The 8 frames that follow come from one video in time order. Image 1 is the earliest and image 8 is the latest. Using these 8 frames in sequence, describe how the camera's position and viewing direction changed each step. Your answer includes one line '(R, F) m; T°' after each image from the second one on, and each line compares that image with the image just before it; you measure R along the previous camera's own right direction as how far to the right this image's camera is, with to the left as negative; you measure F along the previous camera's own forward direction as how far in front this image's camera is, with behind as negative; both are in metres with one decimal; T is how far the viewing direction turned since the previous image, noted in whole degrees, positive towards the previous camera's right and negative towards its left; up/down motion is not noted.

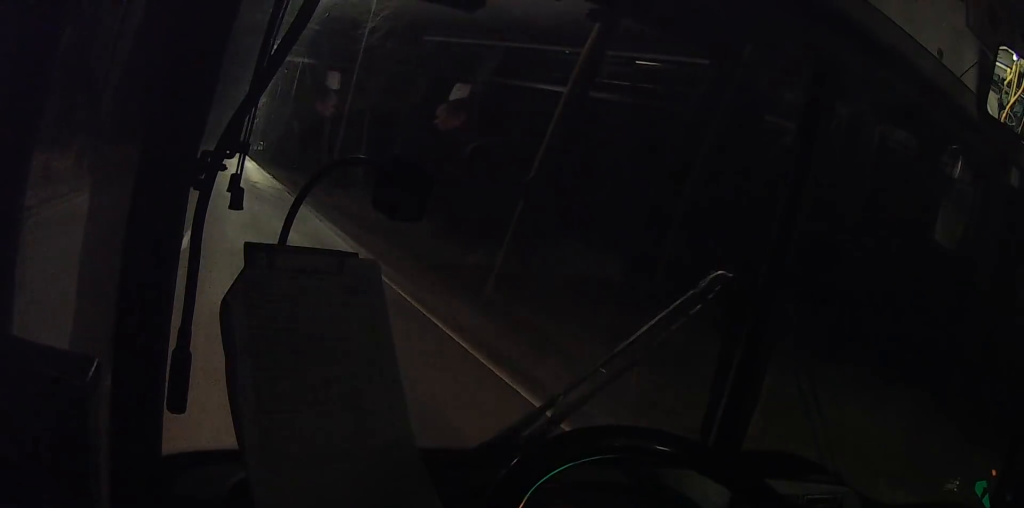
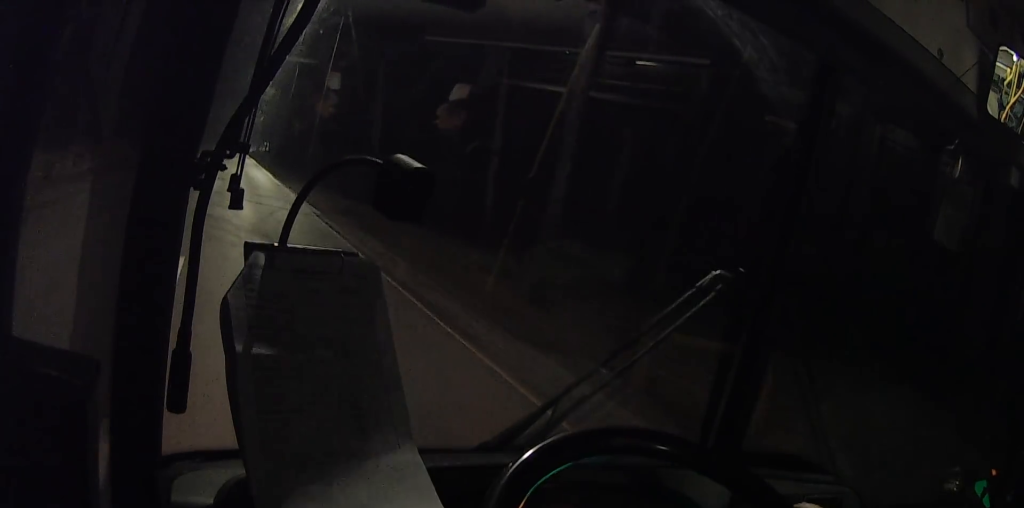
(0.0, +20.7) m; 0°
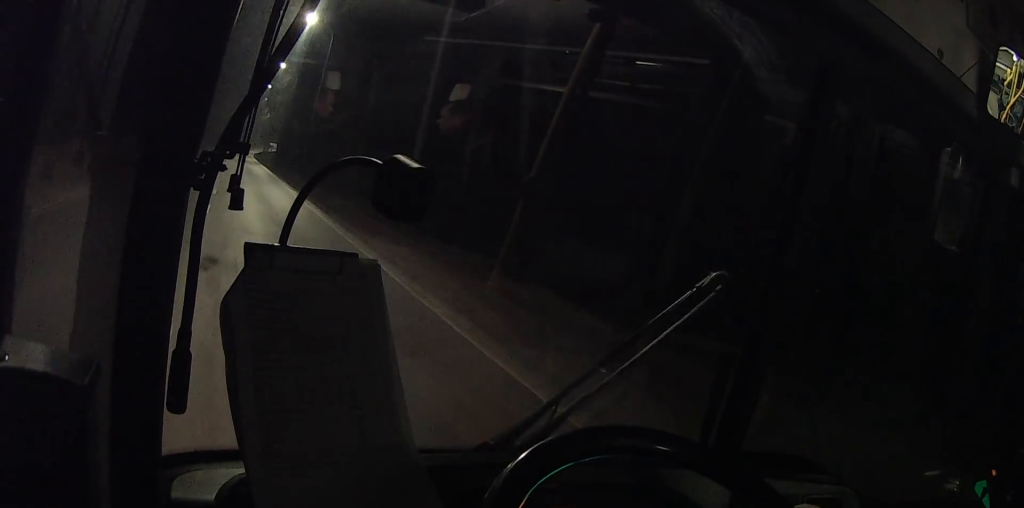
(-0.1, +21.4) m; 0°
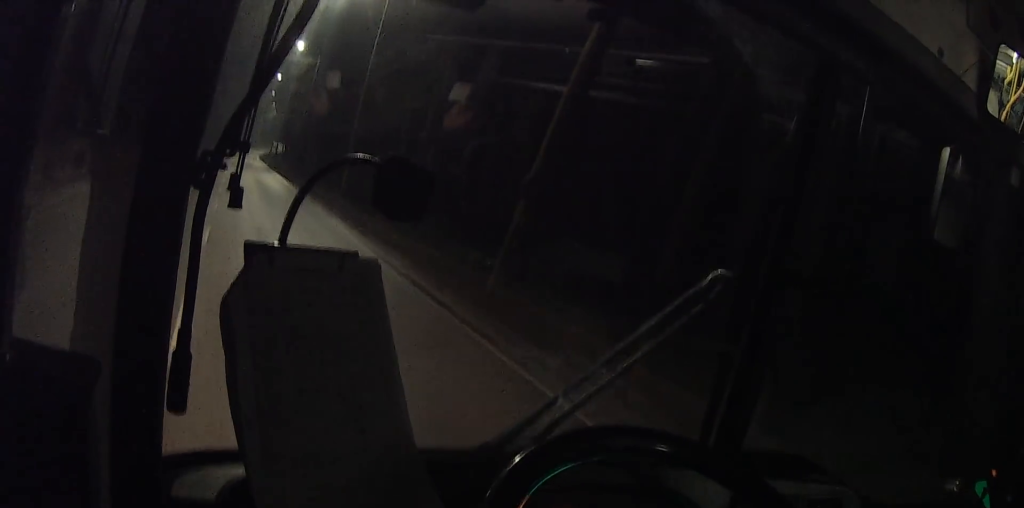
(0.0, +16.4) m; 0°
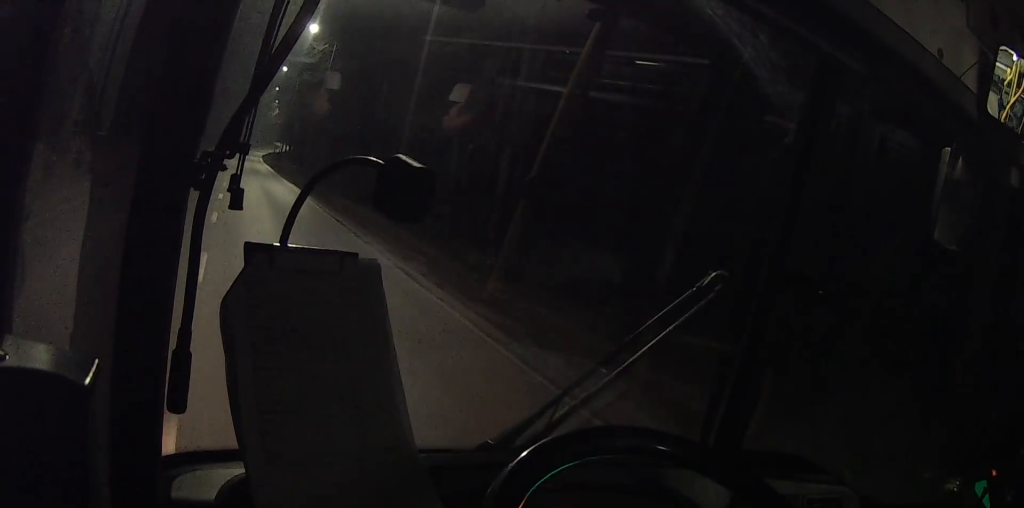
(0.0, +9.1) m; -1°
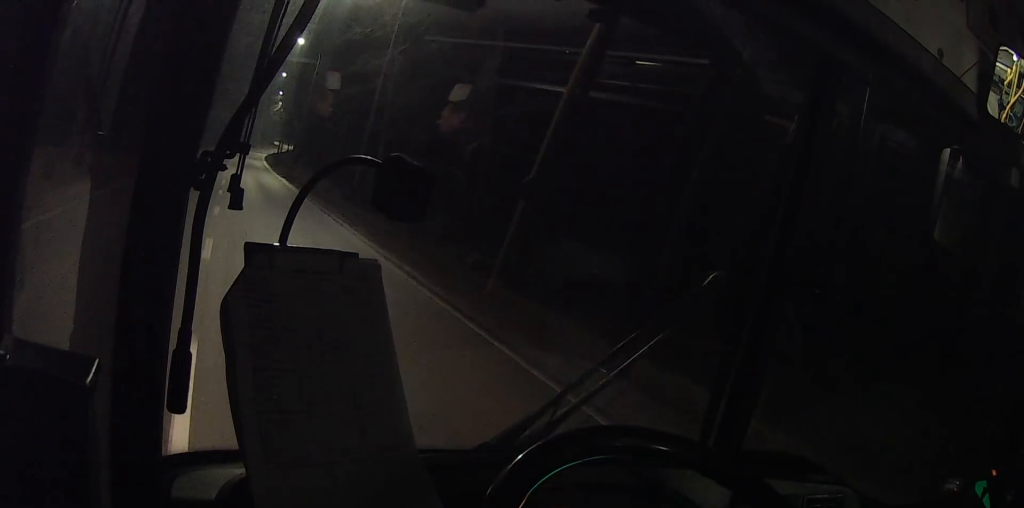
(-0.3, +21.9) m; -2°
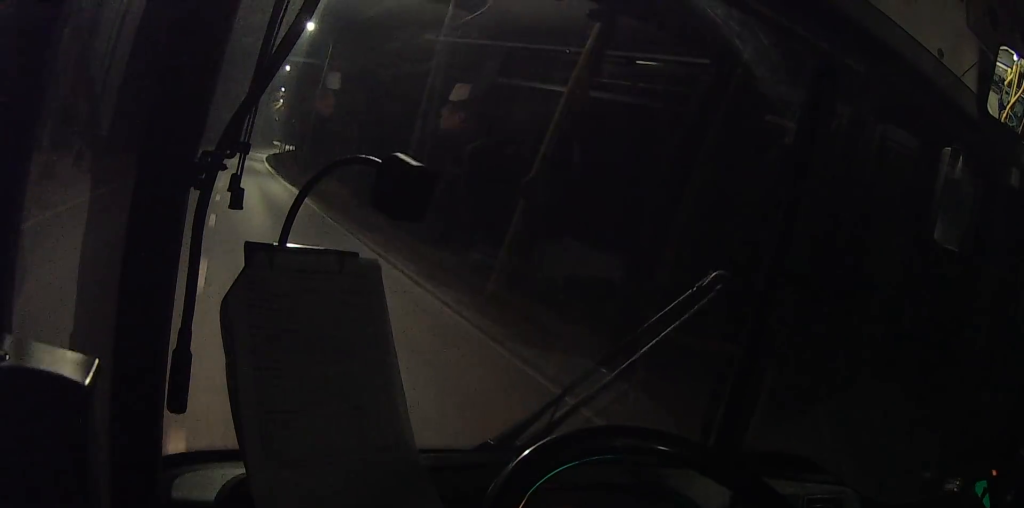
(-0.1, +7.9) m; -1°
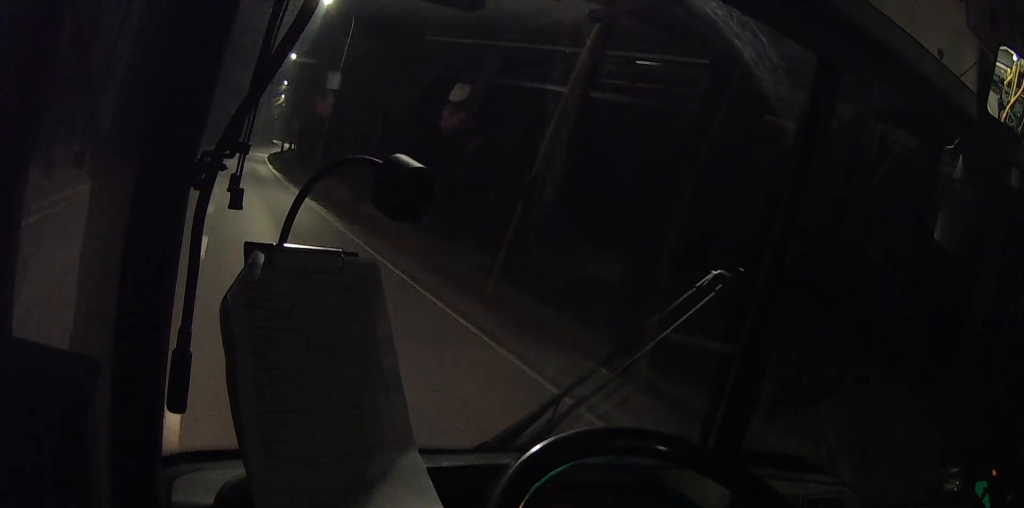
(0.0, +9.8) m; +1°
